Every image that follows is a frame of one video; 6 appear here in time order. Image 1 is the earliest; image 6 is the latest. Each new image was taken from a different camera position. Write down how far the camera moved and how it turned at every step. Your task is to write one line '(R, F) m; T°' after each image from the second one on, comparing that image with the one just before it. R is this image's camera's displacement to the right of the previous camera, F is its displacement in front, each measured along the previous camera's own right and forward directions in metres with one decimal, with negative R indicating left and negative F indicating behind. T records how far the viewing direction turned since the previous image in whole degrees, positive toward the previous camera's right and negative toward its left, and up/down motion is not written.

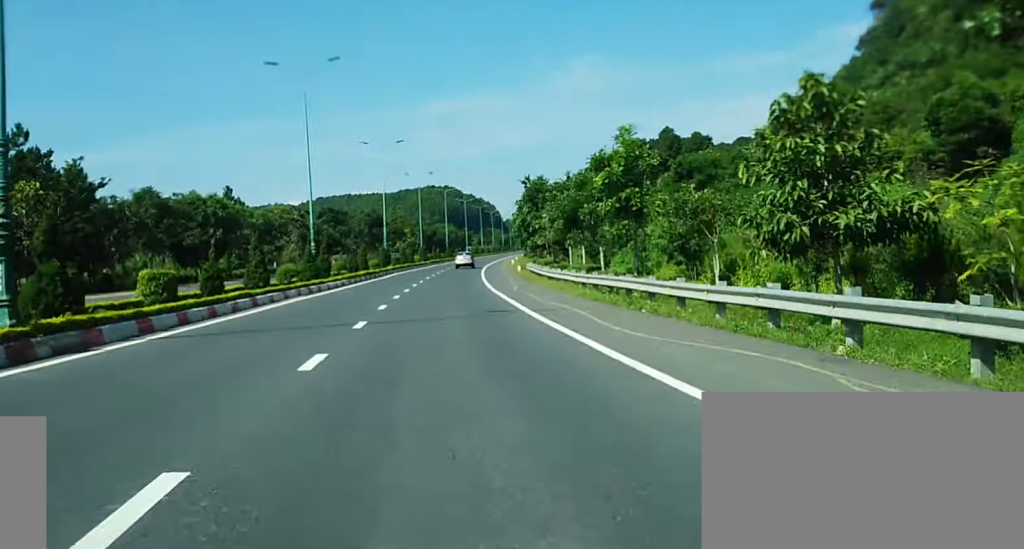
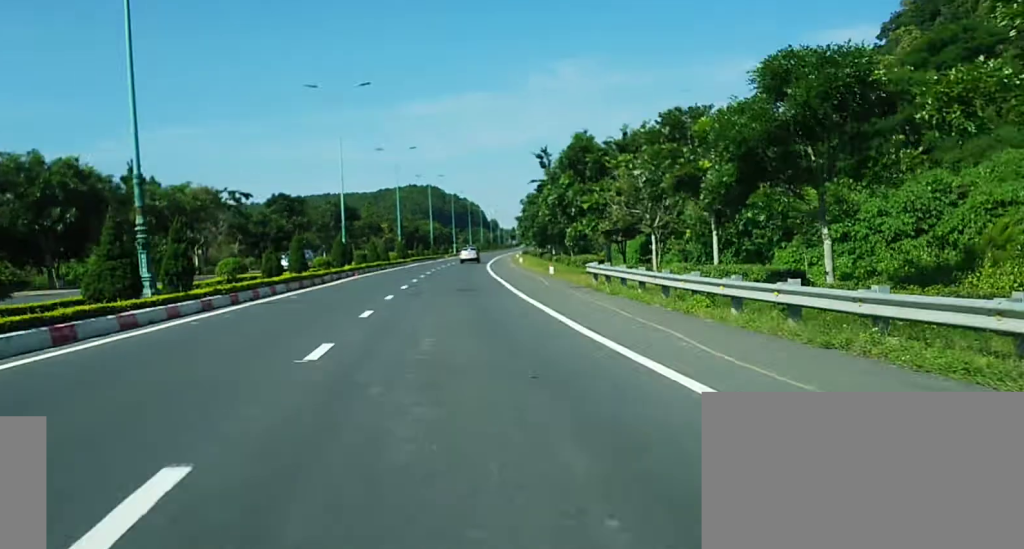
(+0.3, +30.6) m; +1°
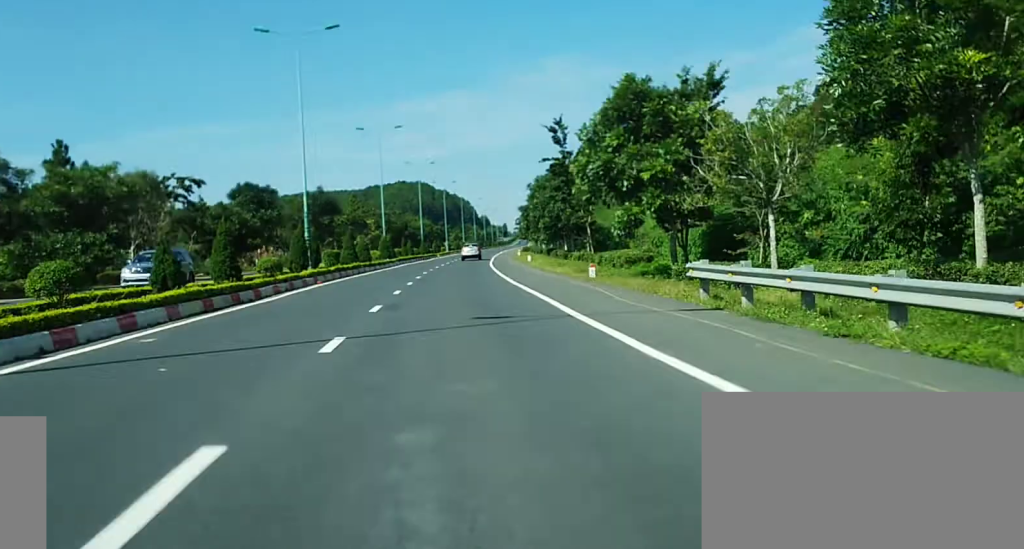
(+0.2, +15.4) m; +1°
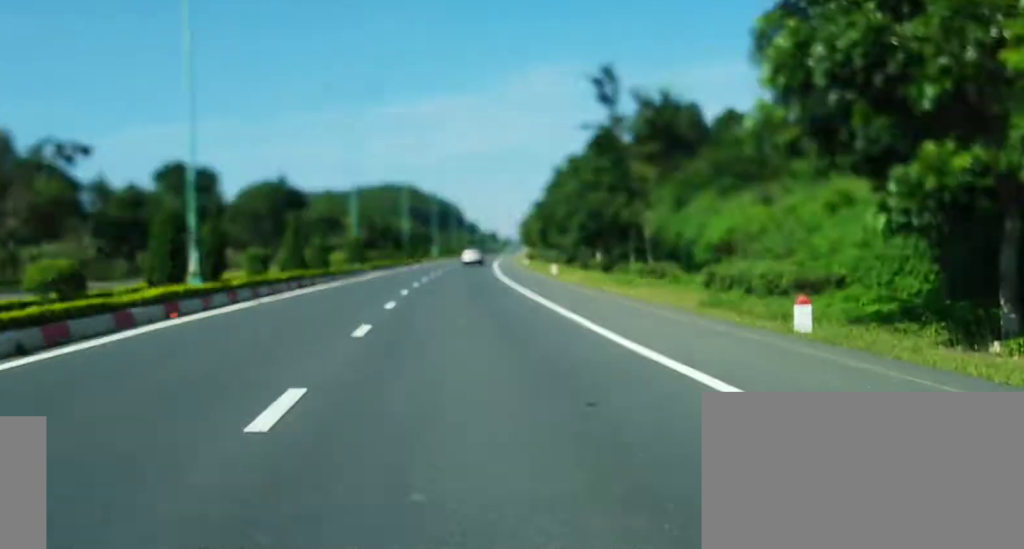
(0.0, +21.6) m; +1°
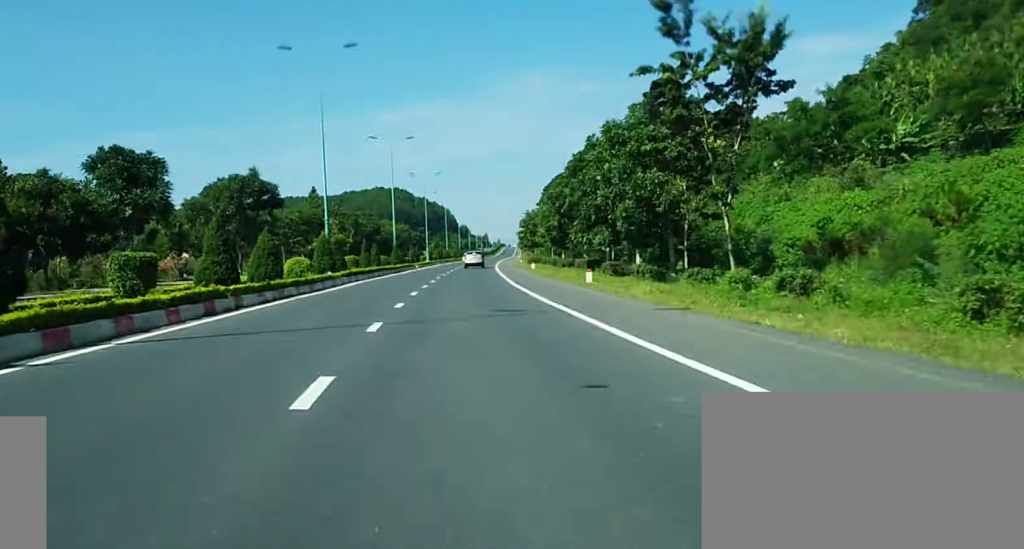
(+0.2, +15.5) m; +1°
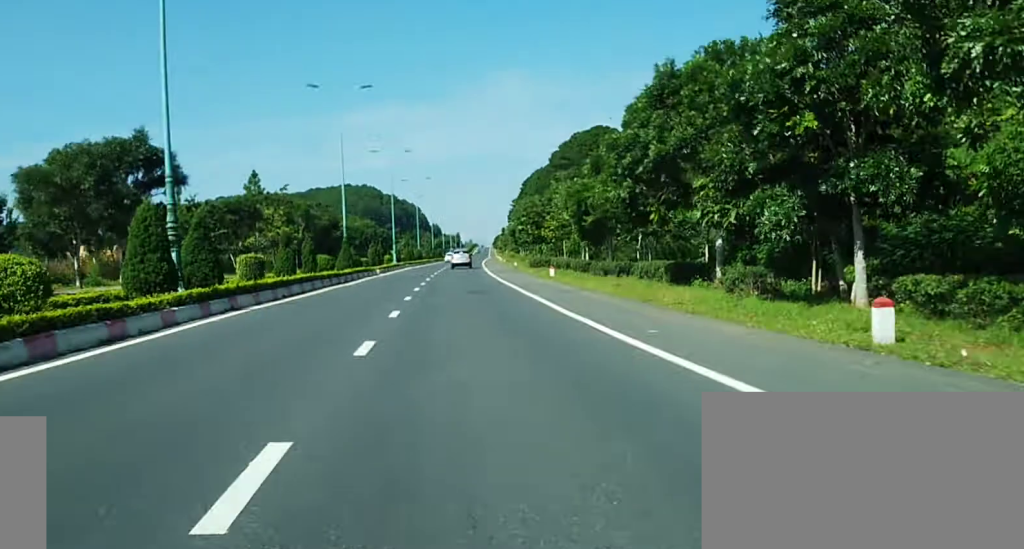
(+0.4, +27.9) m; +2°
